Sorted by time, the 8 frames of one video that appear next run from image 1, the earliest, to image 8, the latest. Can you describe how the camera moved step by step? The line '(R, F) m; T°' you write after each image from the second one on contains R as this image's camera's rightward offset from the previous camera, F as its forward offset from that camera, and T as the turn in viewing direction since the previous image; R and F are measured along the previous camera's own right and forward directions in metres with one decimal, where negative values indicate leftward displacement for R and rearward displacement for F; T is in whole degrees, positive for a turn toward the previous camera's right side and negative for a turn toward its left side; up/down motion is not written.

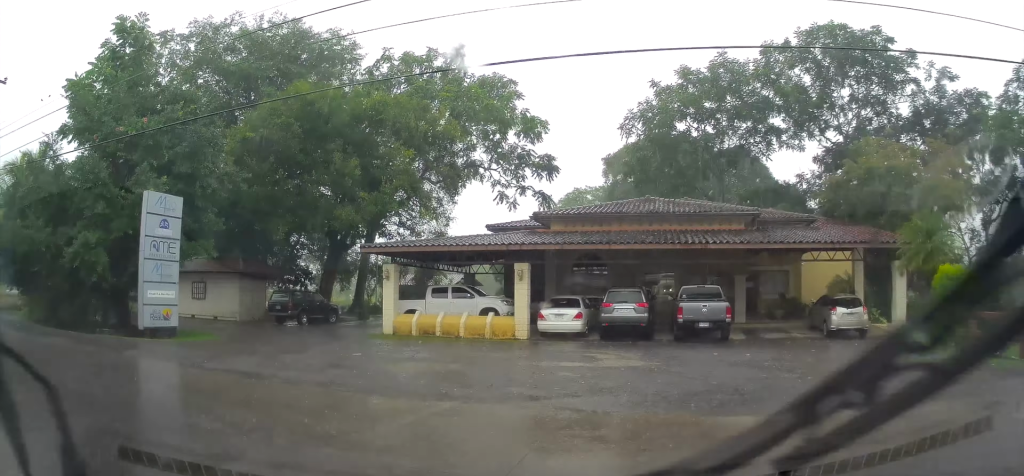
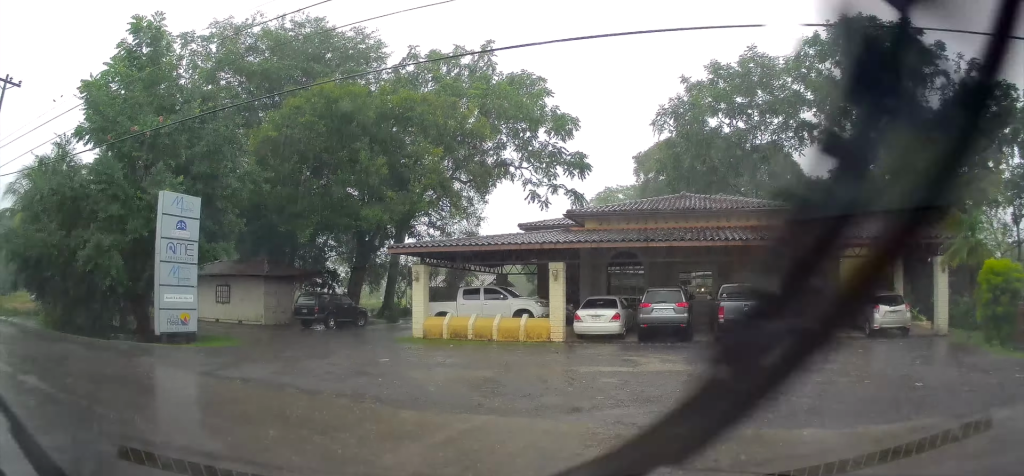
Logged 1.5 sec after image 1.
(0.0, +2.9) m; -12°
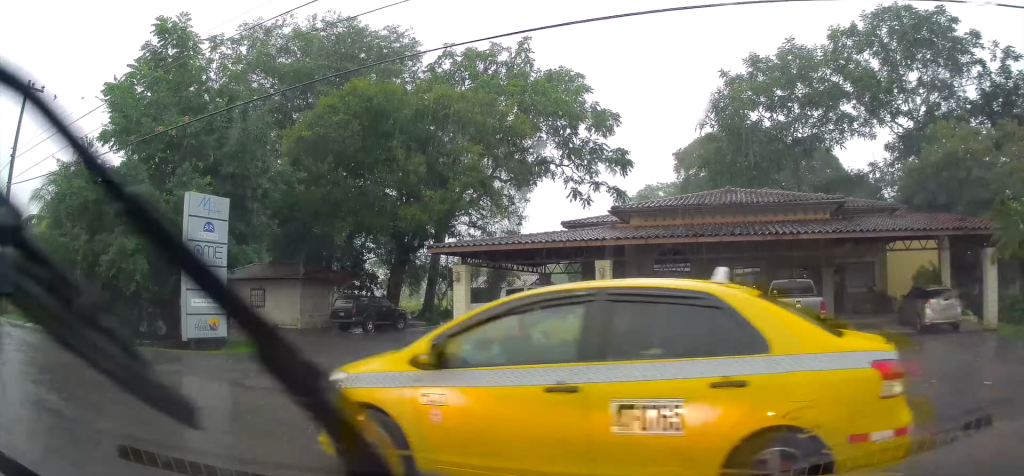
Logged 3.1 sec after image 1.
(-0.5, +2.7) m; -26°
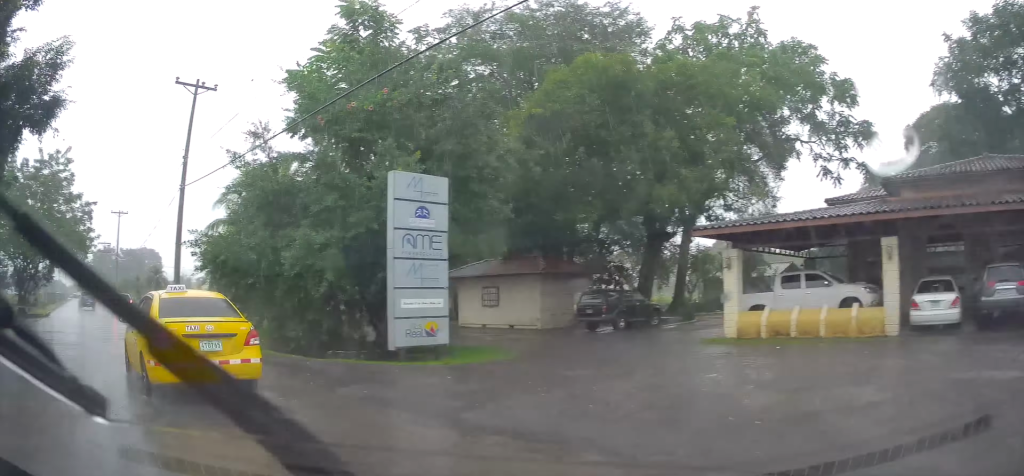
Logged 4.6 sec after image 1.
(-0.8, +3.1) m; -24°
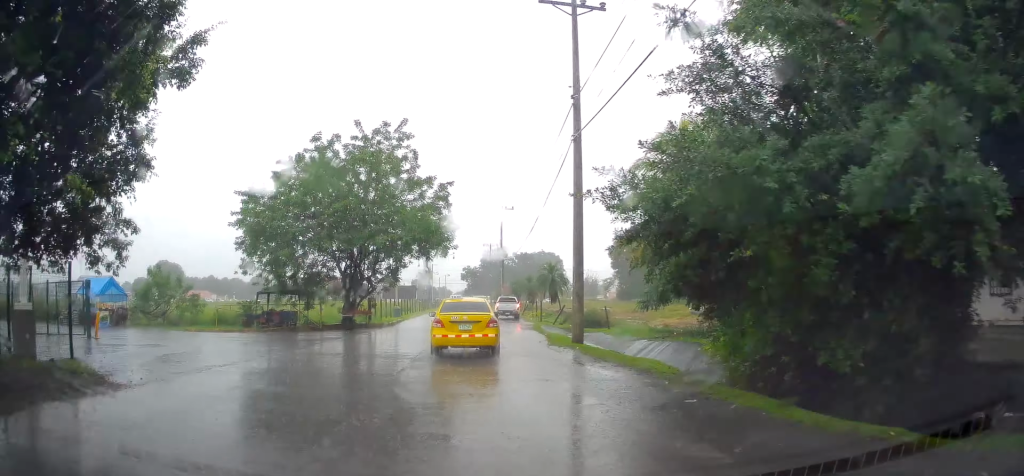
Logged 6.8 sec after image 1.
(-1.5, +7.9) m; -14°
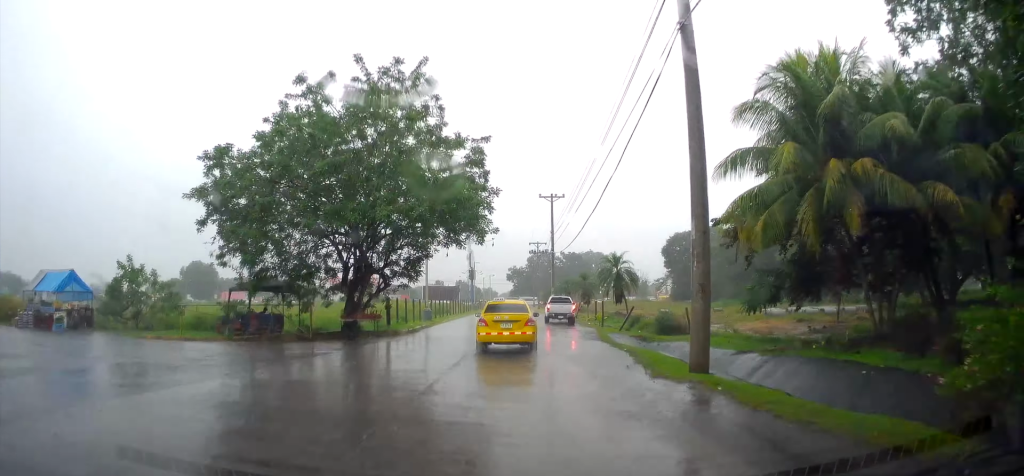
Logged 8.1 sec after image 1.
(-0.2, +6.5) m; -3°
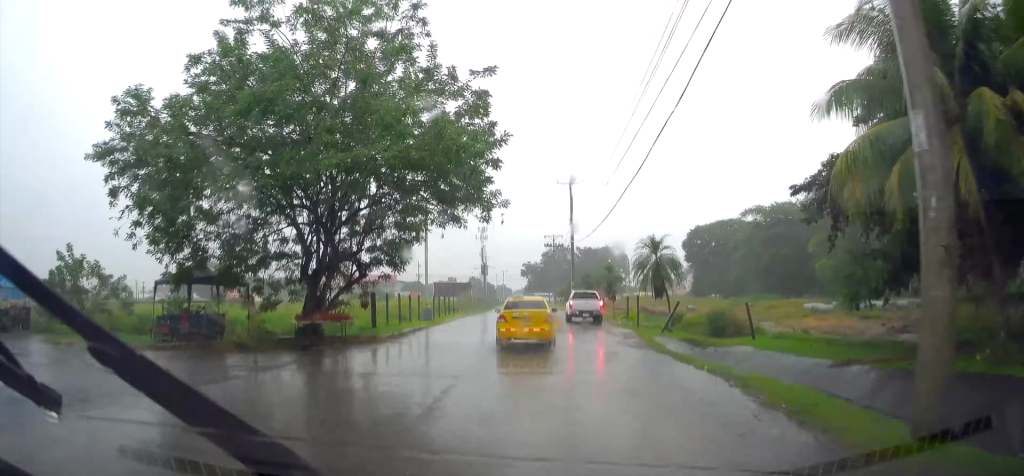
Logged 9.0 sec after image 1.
(0.0, +5.8) m; -2°
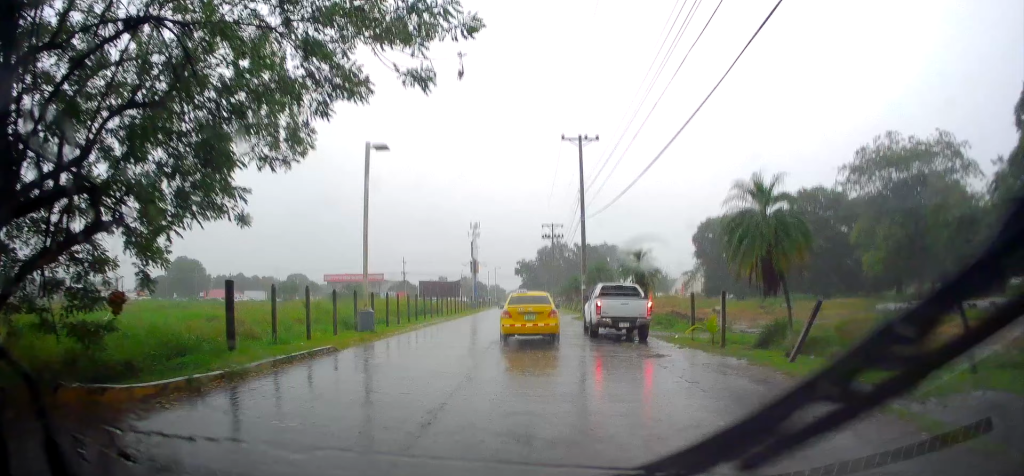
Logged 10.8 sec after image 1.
(-0.3, +11.5) m; -2°
